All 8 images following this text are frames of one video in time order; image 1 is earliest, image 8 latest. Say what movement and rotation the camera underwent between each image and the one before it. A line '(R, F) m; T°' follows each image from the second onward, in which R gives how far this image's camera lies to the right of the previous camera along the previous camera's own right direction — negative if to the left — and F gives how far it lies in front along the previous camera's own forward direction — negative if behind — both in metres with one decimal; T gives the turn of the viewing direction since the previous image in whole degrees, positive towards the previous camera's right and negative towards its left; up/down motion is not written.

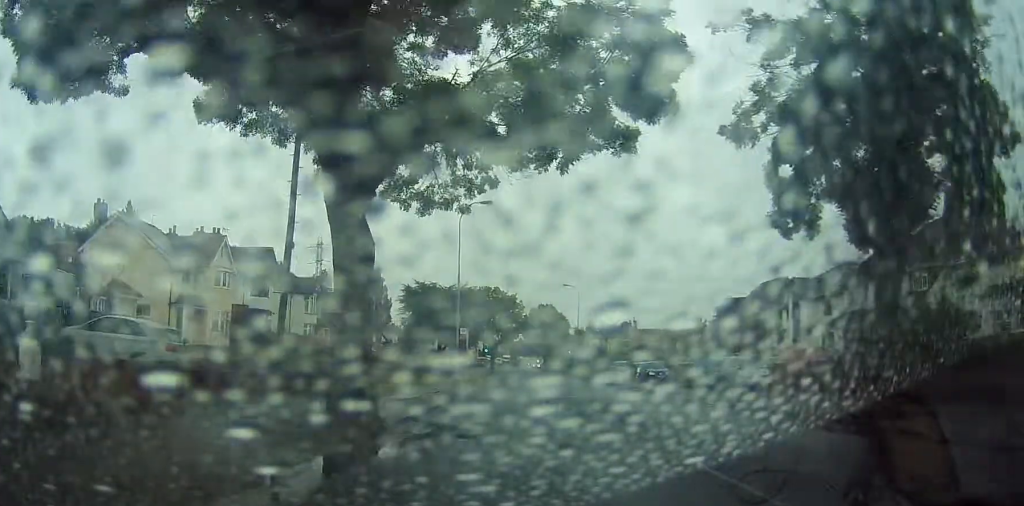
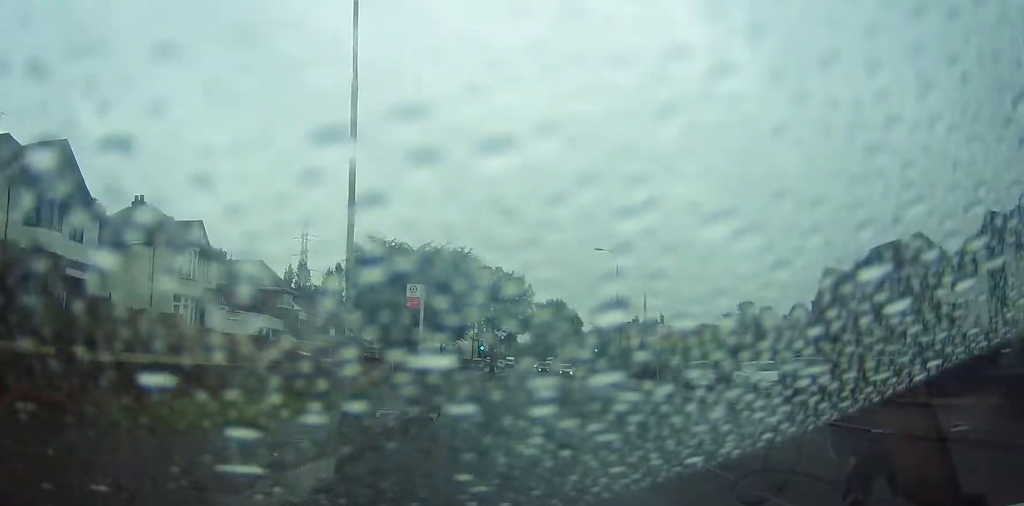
(+0.3, +25.9) m; 0°
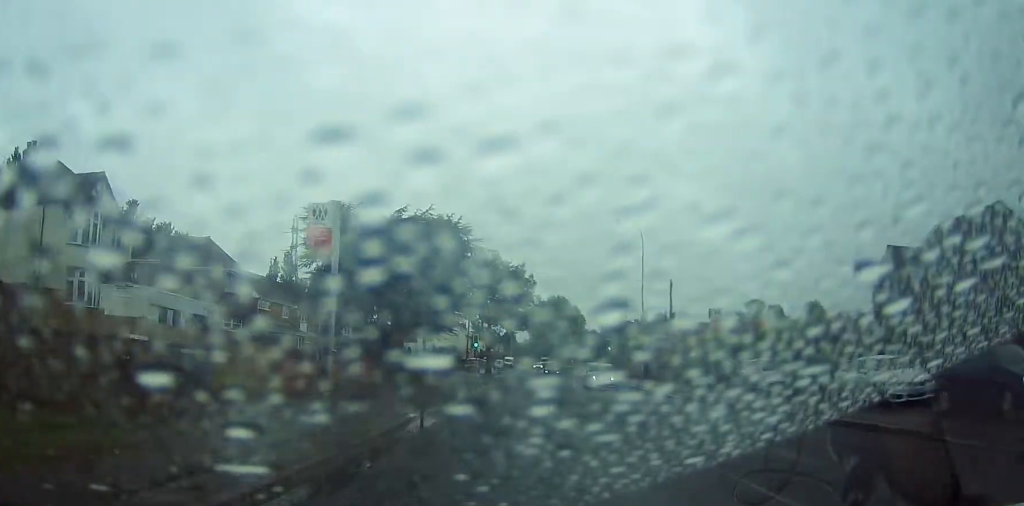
(0.0, +10.5) m; 0°
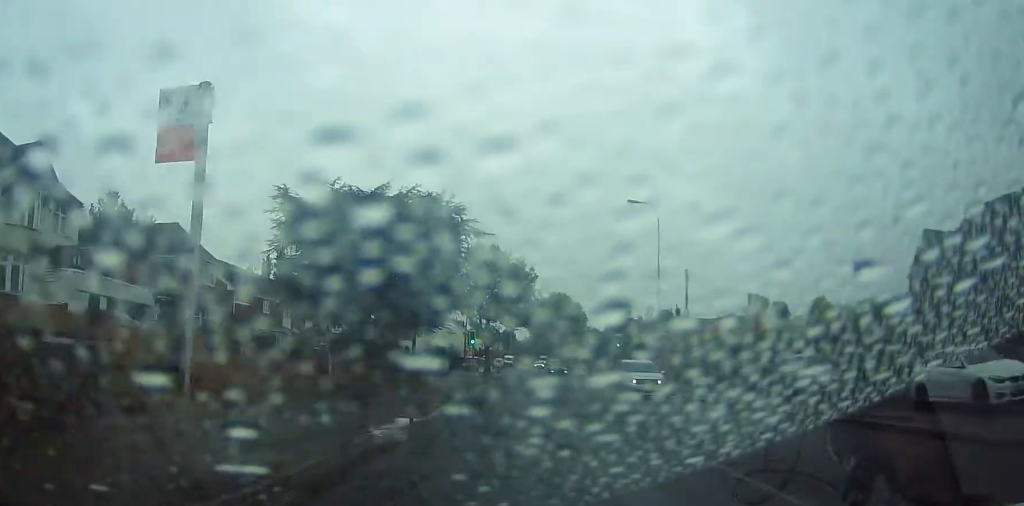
(0.0, +4.8) m; 0°
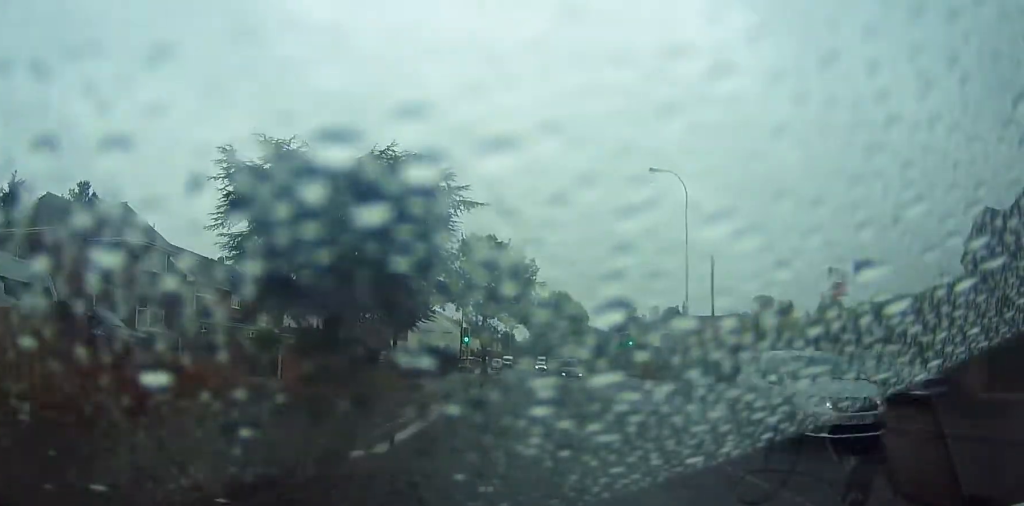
(0.0, +6.4) m; -1°
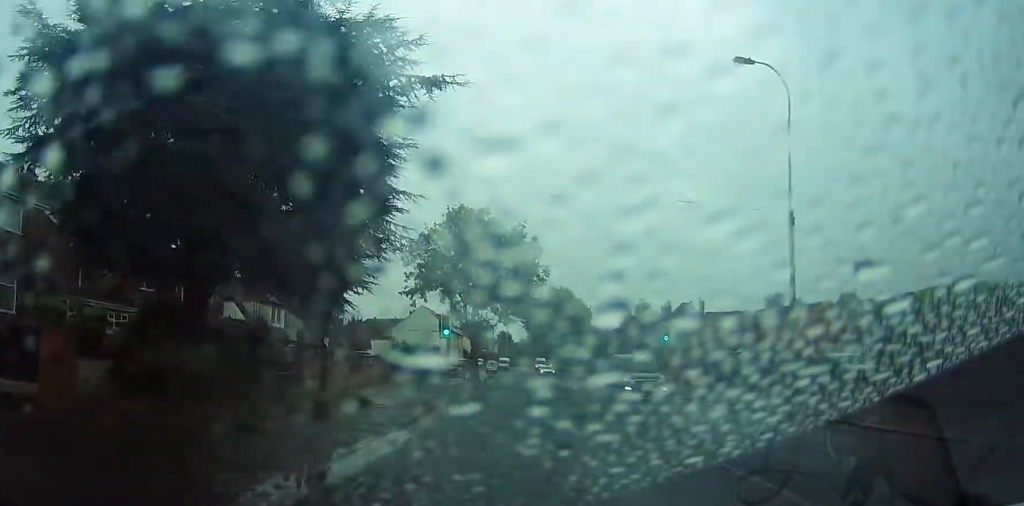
(-0.2, +12.6) m; -1°
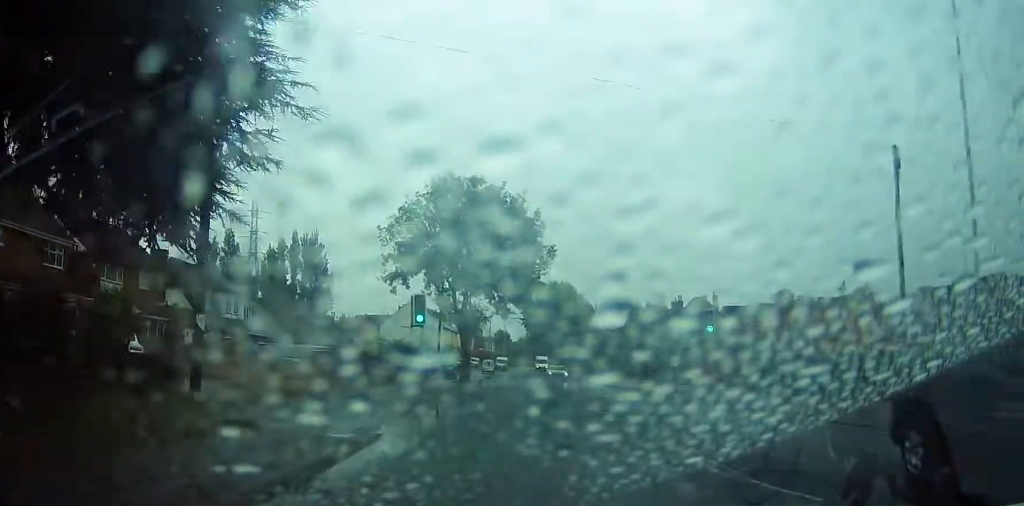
(0.0, +9.1) m; +1°
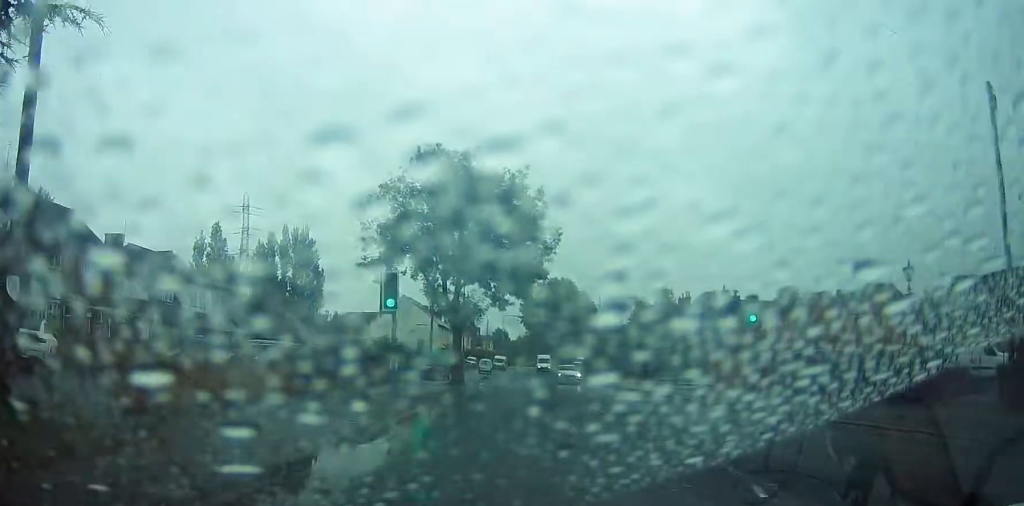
(+0.1, +5.7) m; +1°
